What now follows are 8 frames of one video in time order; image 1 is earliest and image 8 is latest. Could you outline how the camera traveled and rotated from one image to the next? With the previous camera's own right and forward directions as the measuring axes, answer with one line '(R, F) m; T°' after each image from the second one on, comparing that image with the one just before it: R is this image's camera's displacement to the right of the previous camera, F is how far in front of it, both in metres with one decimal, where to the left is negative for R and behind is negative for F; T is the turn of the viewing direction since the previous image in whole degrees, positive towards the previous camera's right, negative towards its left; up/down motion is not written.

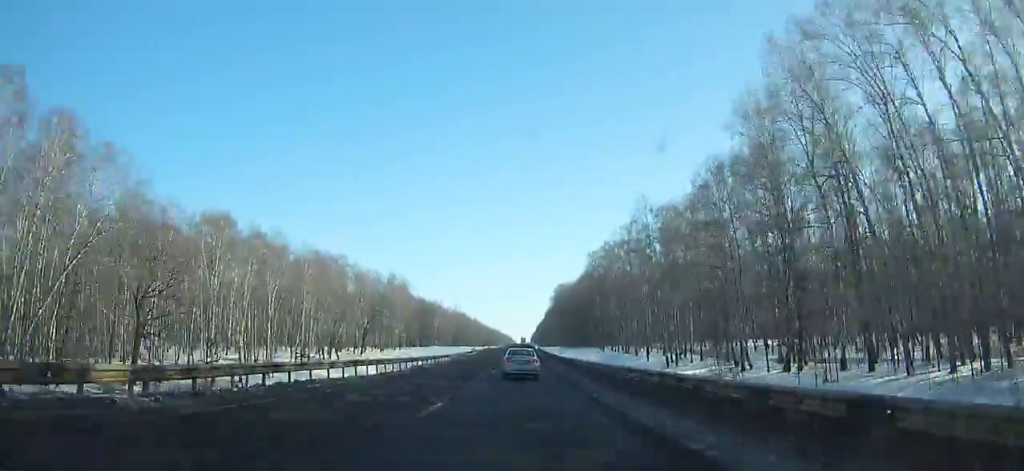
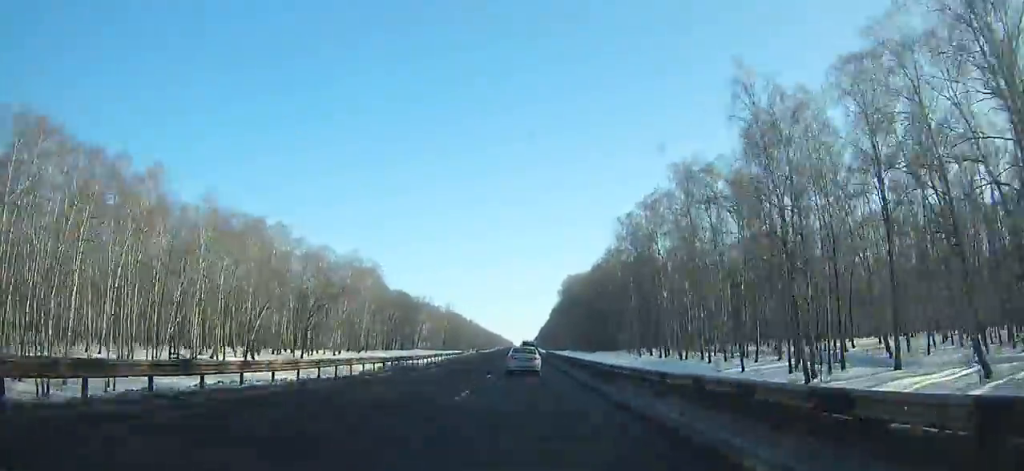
(-0.1, +44.2) m; 0°
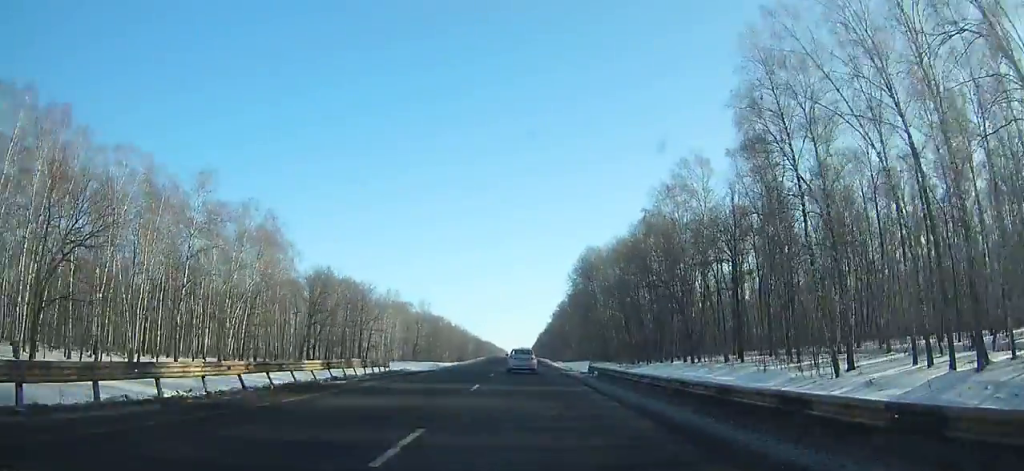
(0.0, +68.4) m; 0°
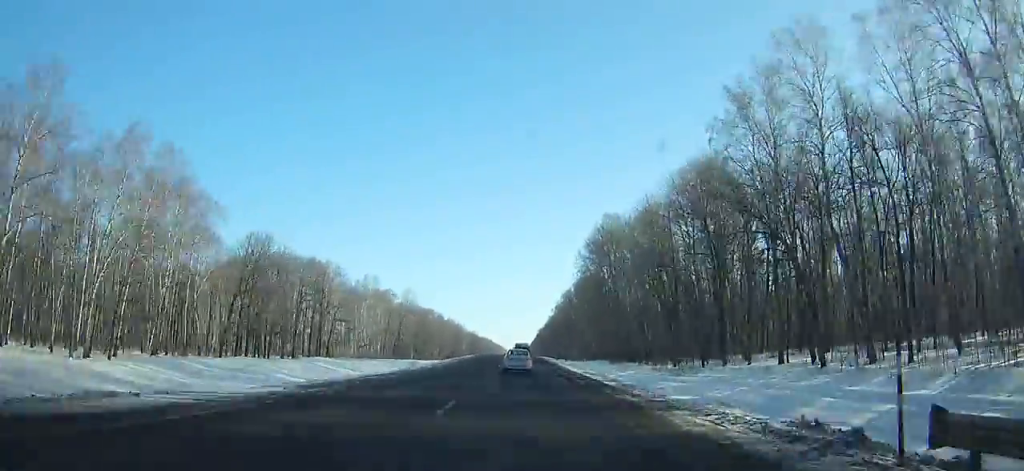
(+0.1, +30.3) m; 0°
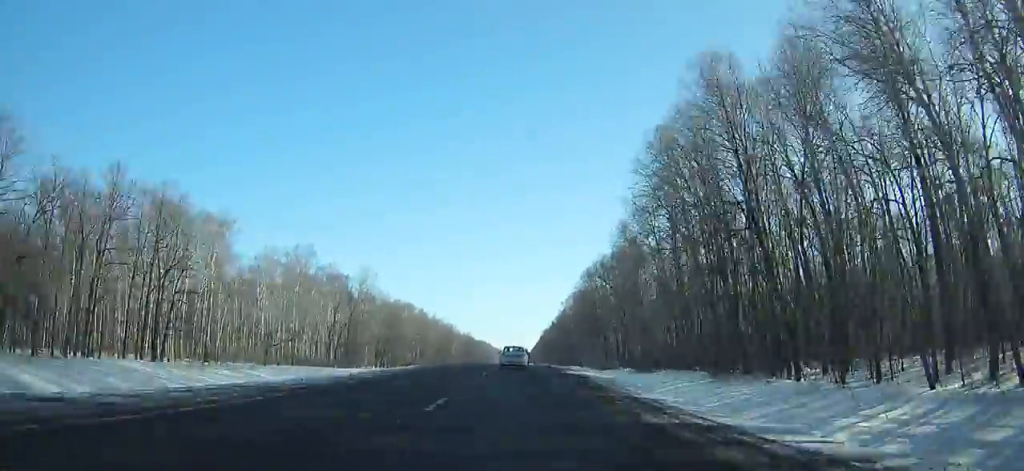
(0.0, +58.7) m; 0°
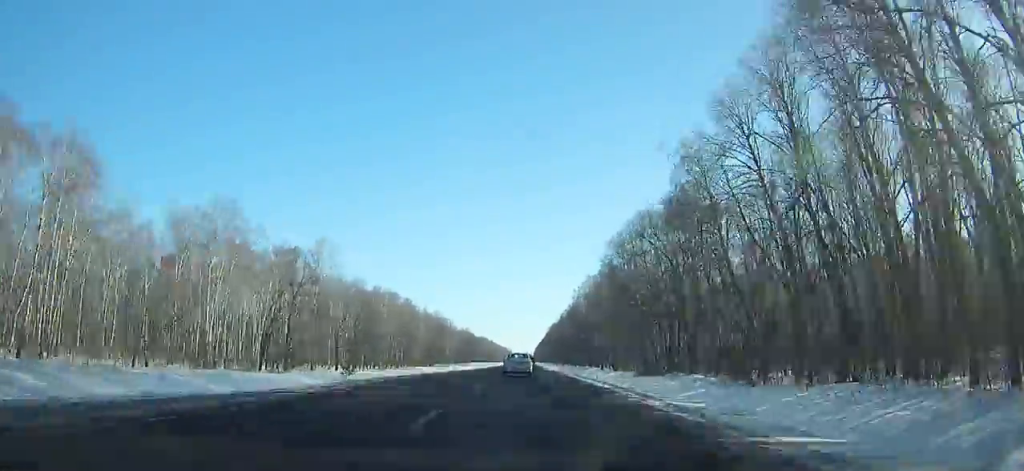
(-0.3, +37.0) m; 0°
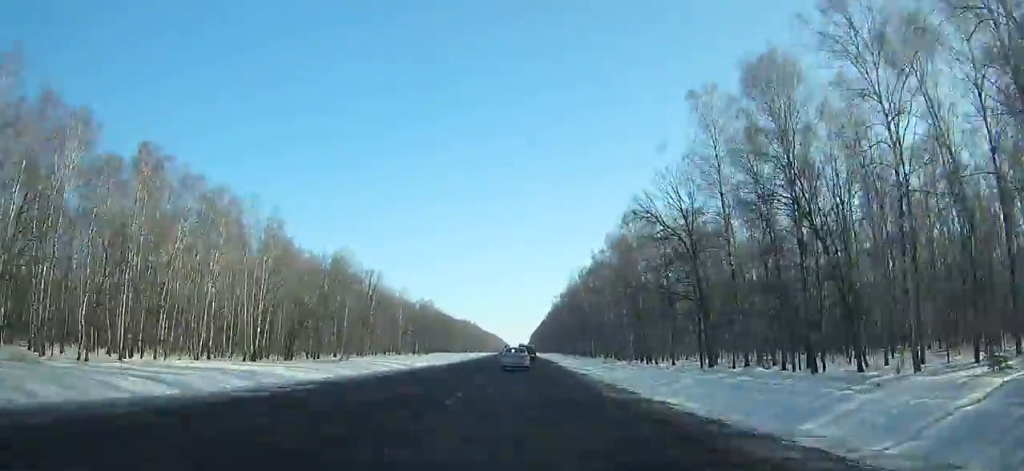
(+2.5, +135.8) m; +1°
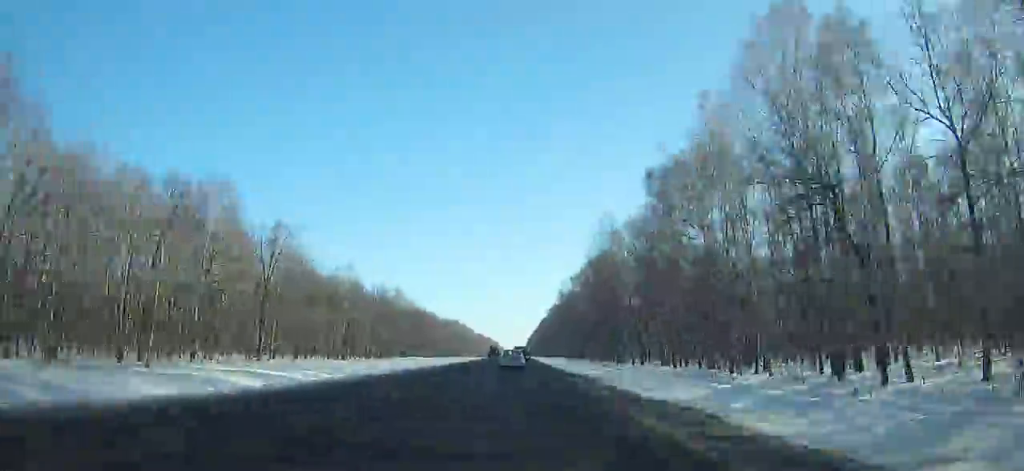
(-0.3, +62.0) m; 0°
